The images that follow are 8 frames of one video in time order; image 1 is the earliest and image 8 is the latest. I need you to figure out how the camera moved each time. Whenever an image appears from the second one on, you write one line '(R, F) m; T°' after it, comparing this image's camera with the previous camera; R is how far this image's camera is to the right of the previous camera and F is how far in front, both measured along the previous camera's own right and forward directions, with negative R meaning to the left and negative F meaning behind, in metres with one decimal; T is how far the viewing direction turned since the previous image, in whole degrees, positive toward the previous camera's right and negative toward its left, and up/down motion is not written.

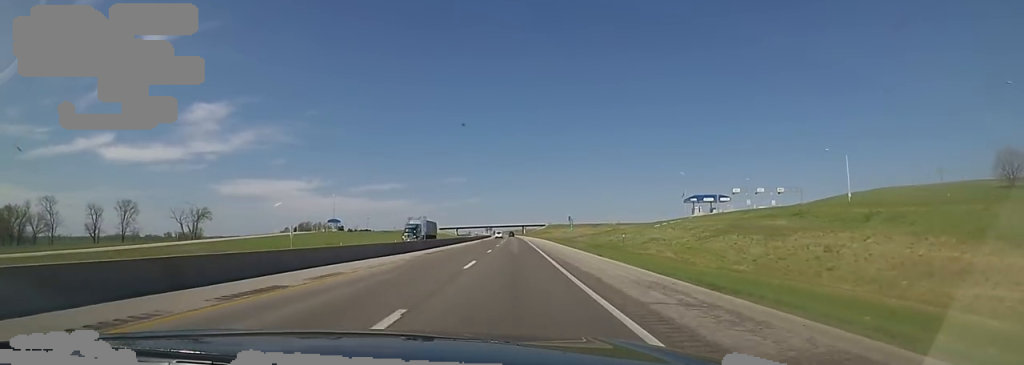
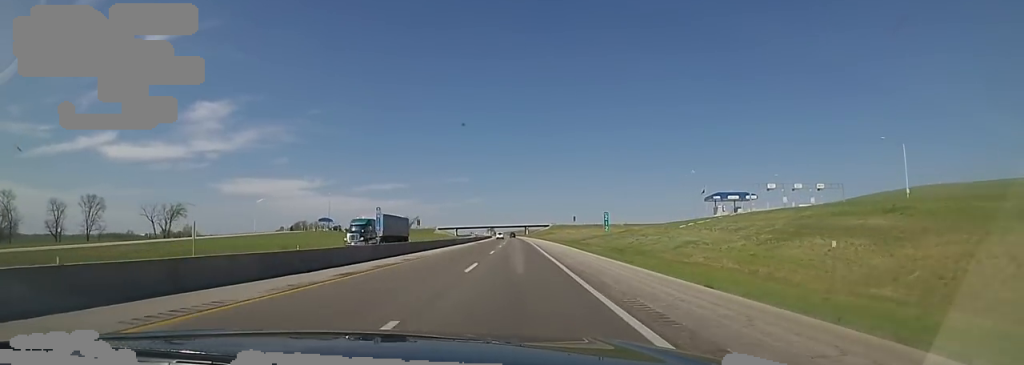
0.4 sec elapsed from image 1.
(-0.1, +16.1) m; 0°
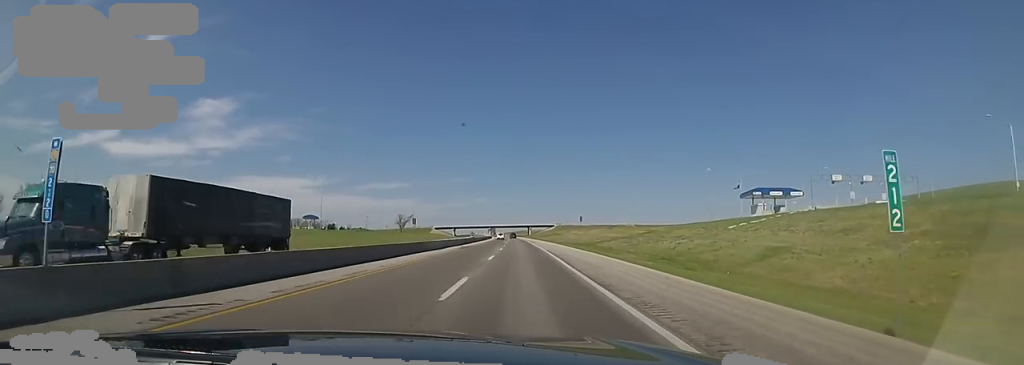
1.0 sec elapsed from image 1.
(-0.8, +22.2) m; 0°
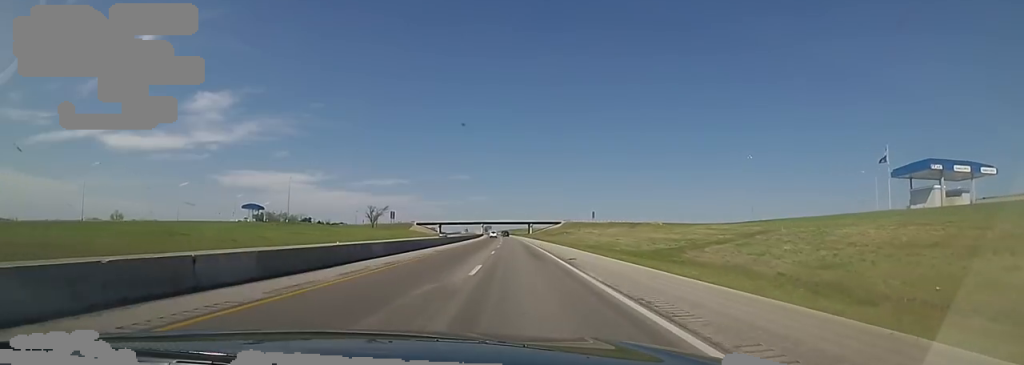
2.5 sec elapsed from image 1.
(+0.6, +53.5) m; 0°
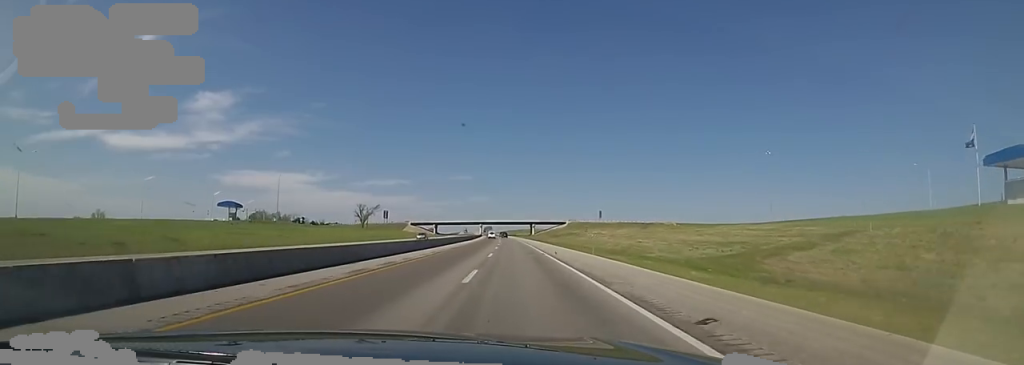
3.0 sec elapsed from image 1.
(-0.7, +17.0) m; 0°
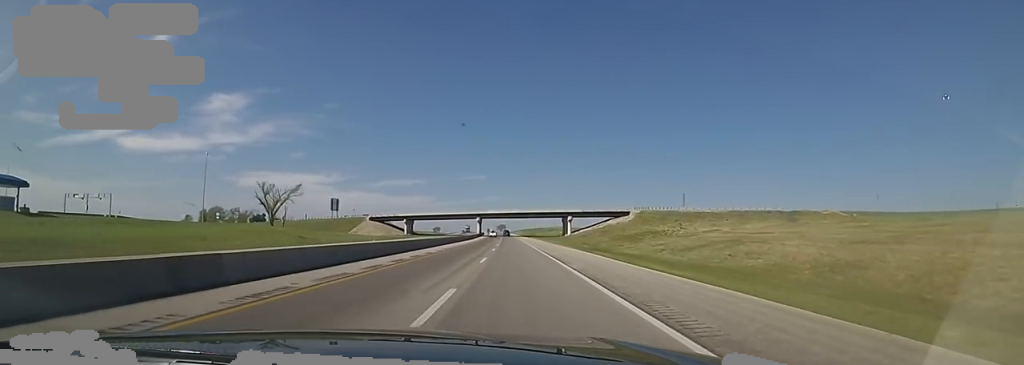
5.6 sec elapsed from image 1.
(-0.7, +97.8) m; -2°
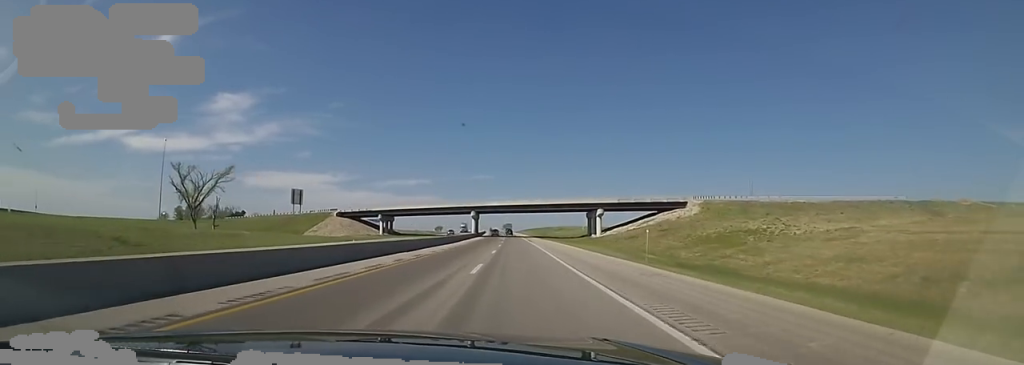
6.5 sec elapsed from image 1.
(-0.2, +36.4) m; 0°
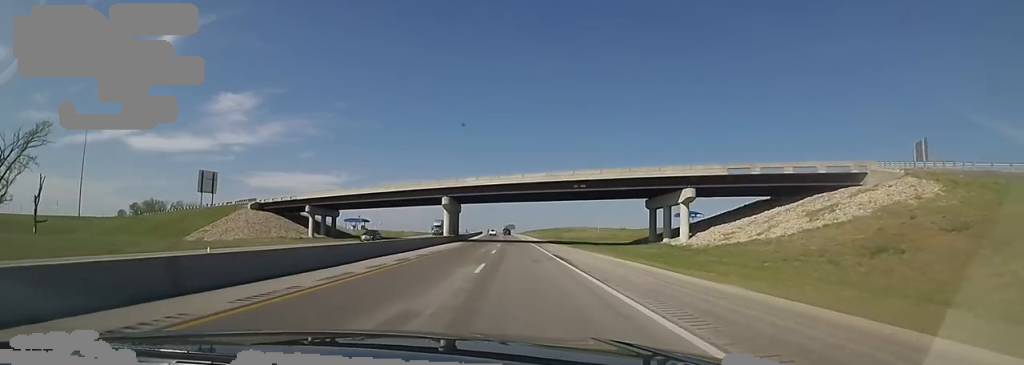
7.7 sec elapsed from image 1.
(0.0, +45.0) m; -2°
